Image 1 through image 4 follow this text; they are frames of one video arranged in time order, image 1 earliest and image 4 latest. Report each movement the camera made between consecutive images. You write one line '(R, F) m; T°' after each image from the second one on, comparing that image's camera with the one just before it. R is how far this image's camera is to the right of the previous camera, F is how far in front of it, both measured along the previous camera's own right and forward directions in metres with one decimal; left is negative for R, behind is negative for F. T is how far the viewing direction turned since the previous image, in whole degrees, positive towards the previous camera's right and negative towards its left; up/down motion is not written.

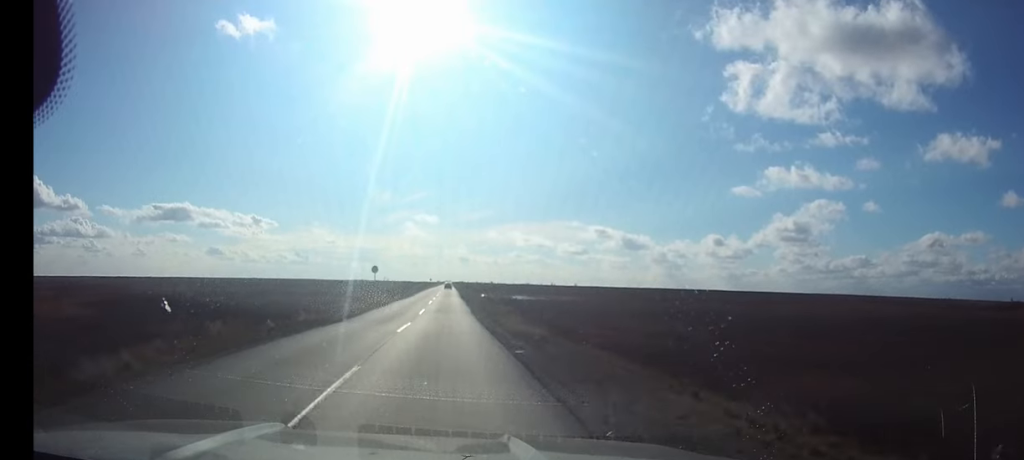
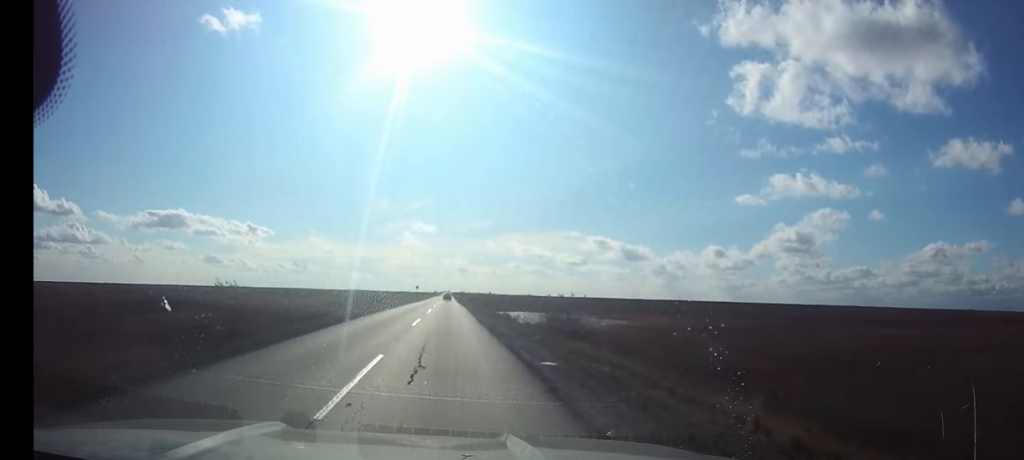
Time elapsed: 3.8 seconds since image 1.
(+0.1, +86.8) m; 0°
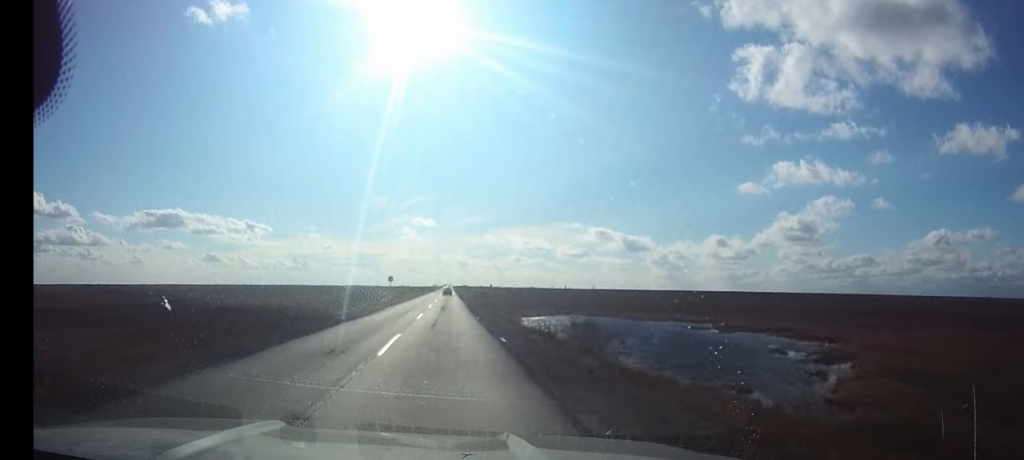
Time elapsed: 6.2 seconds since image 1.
(0.0, +57.0) m; 0°
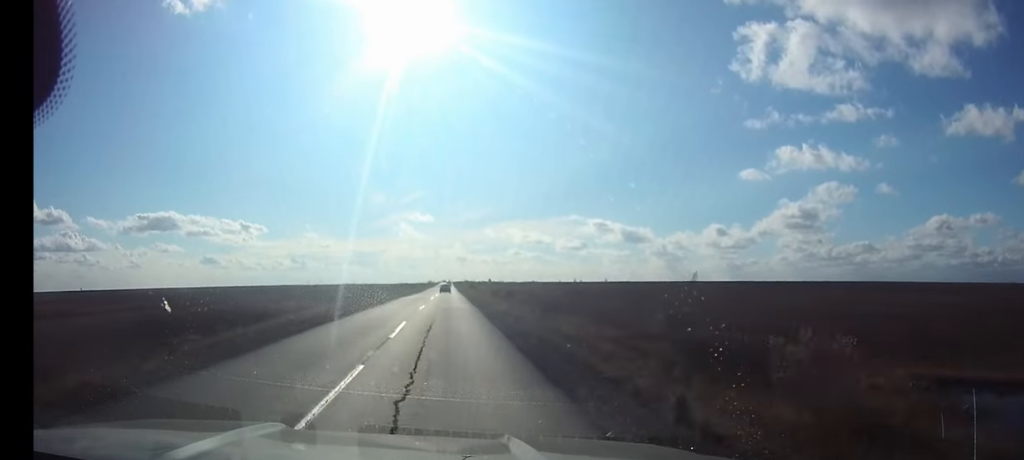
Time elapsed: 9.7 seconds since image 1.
(0.0, +83.1) m; 0°
